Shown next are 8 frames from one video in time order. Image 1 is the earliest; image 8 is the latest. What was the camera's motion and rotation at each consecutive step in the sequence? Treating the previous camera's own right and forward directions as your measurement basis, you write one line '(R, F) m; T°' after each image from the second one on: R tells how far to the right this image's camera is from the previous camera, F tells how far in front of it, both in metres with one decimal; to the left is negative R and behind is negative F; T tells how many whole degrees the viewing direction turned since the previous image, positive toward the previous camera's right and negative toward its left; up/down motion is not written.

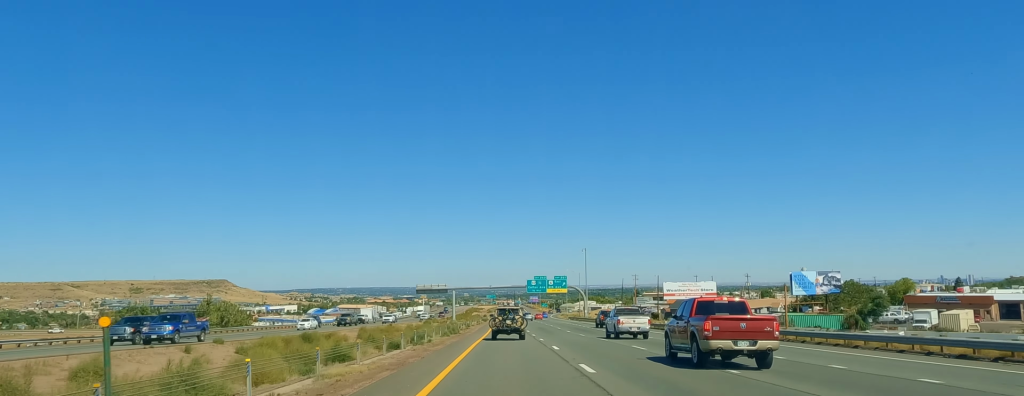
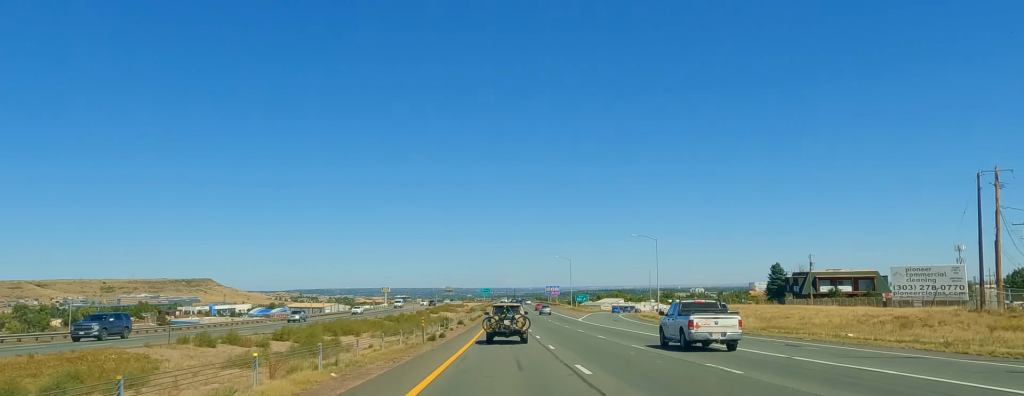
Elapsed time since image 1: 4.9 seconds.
(+0.3, +167.9) m; 0°
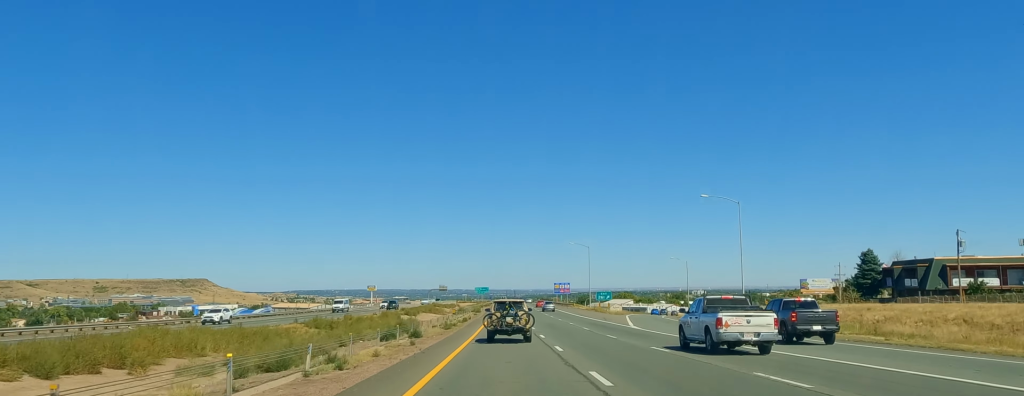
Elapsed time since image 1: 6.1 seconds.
(+0.2, +38.8) m; 0°
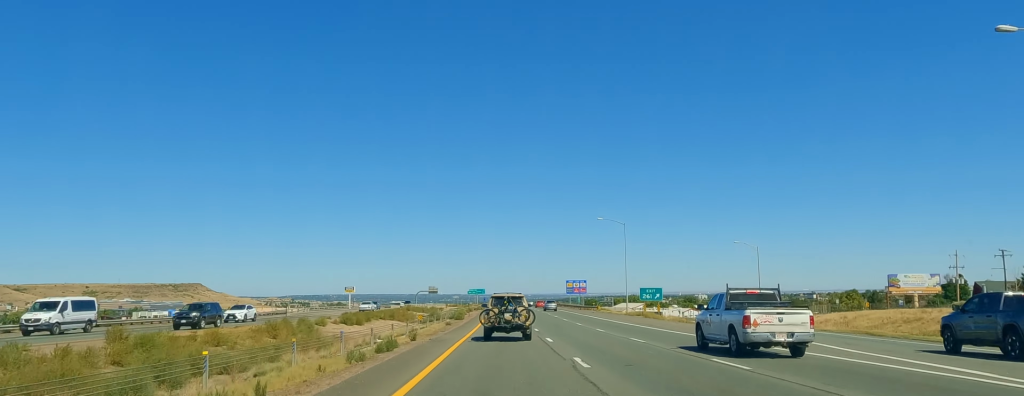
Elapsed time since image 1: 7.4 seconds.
(+1.1, +43.8) m; 0°
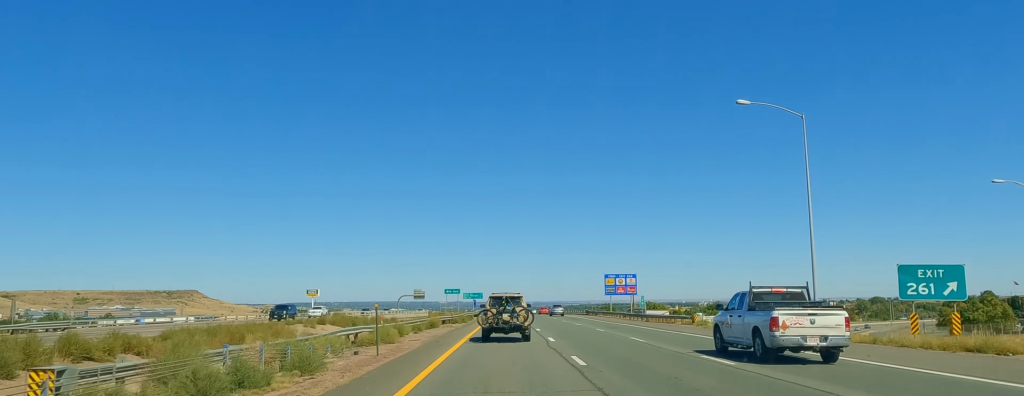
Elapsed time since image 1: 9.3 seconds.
(-1.8, +59.1) m; 0°
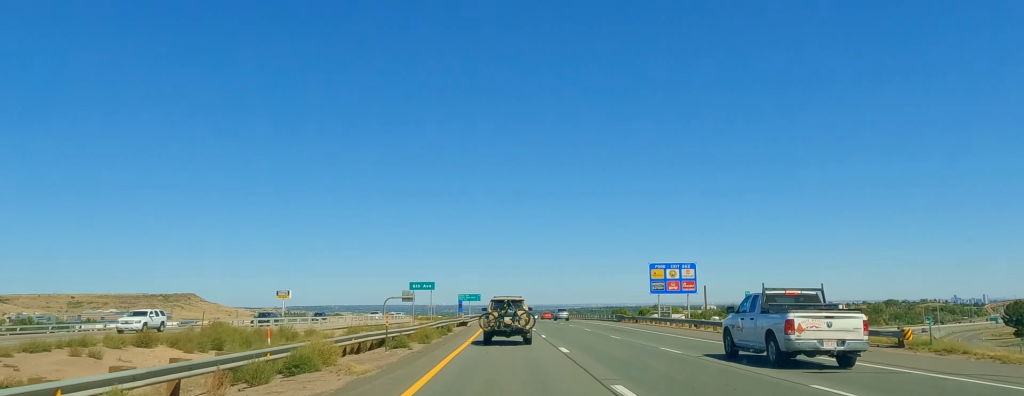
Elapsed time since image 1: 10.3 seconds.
(+0.7, +31.8) m; 0°
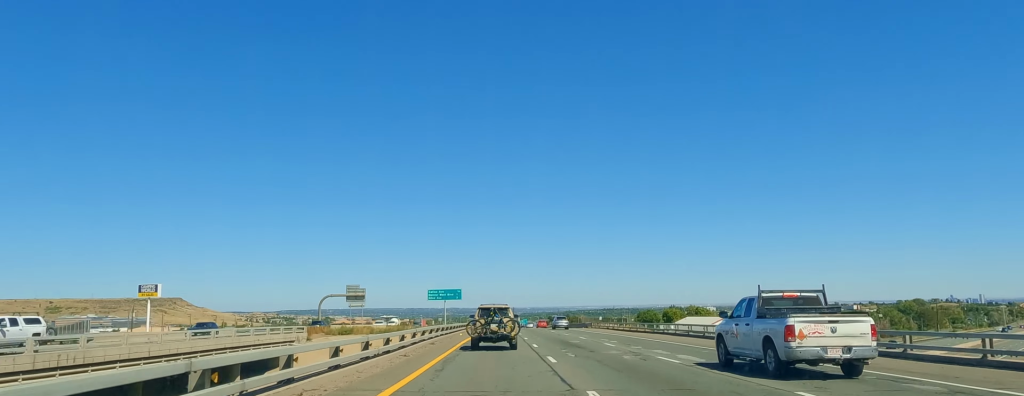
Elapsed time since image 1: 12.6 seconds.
(+0.8, +73.8) m; 0°
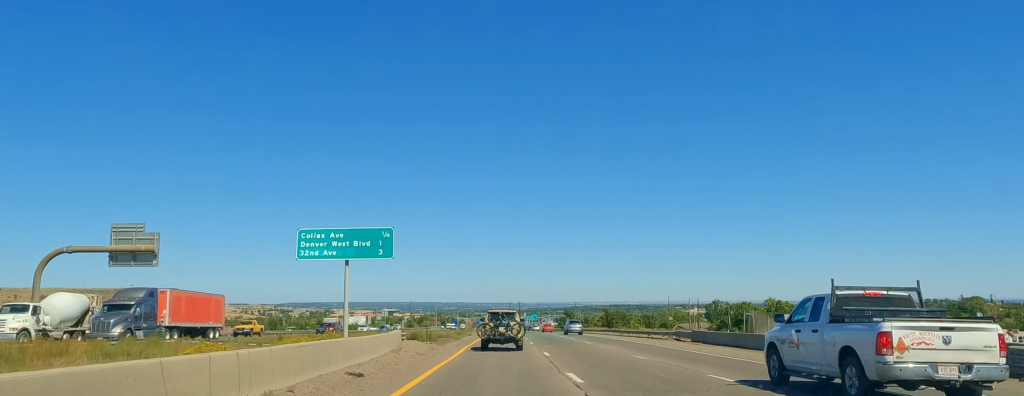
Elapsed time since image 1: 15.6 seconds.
(-0.3, +94.8) m; 0°
